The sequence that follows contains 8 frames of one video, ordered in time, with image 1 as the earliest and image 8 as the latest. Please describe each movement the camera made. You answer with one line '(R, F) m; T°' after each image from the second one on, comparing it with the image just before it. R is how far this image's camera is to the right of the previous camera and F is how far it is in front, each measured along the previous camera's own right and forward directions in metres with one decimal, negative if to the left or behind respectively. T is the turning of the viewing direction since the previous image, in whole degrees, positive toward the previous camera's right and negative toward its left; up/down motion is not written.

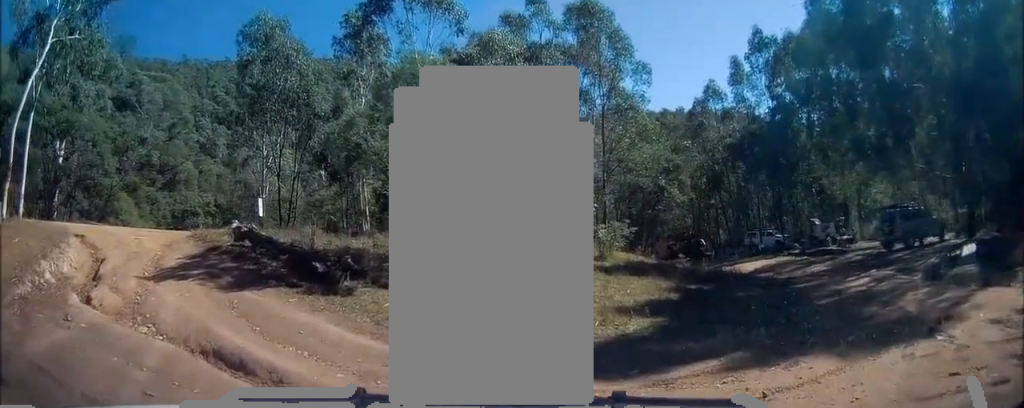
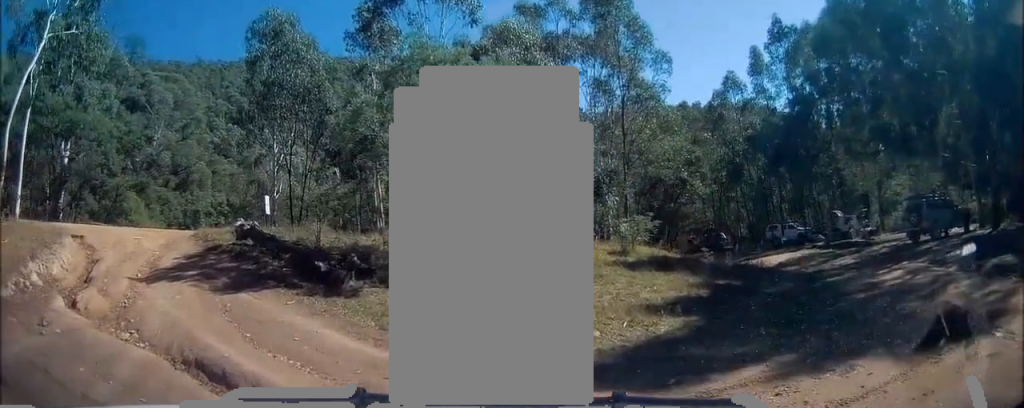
(-0.1, +0.8) m; -5°
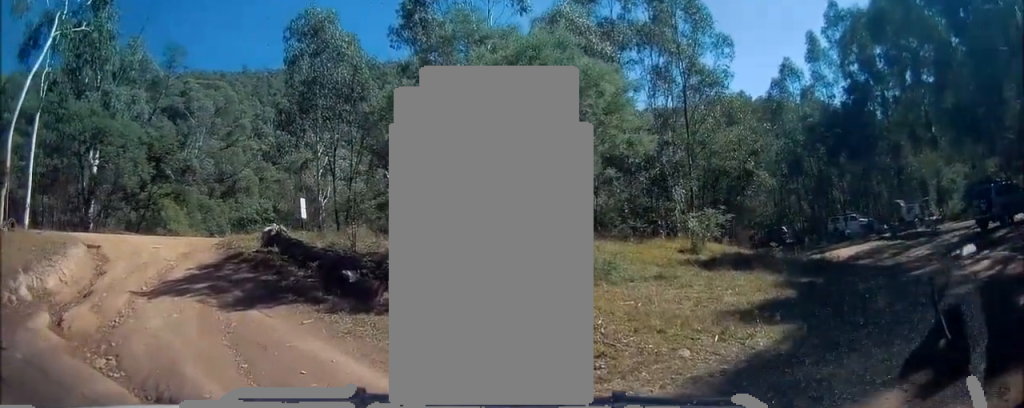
(0.0, +1.5) m; -11°
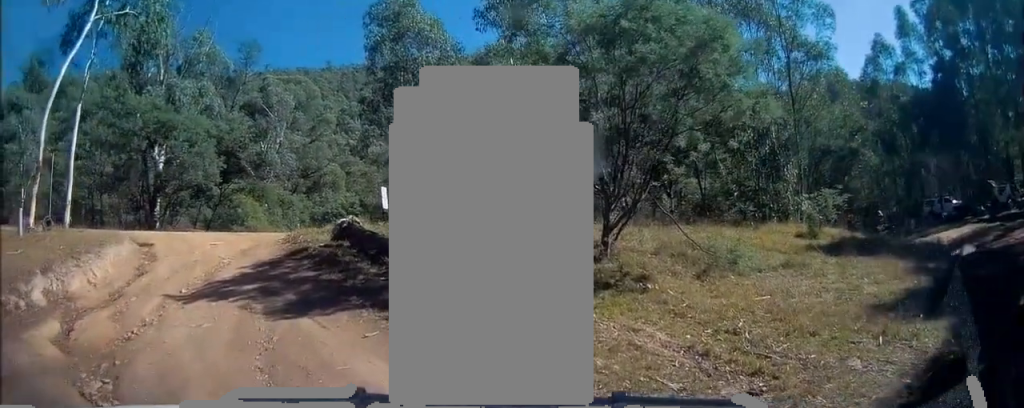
(-0.3, +1.6) m; -12°
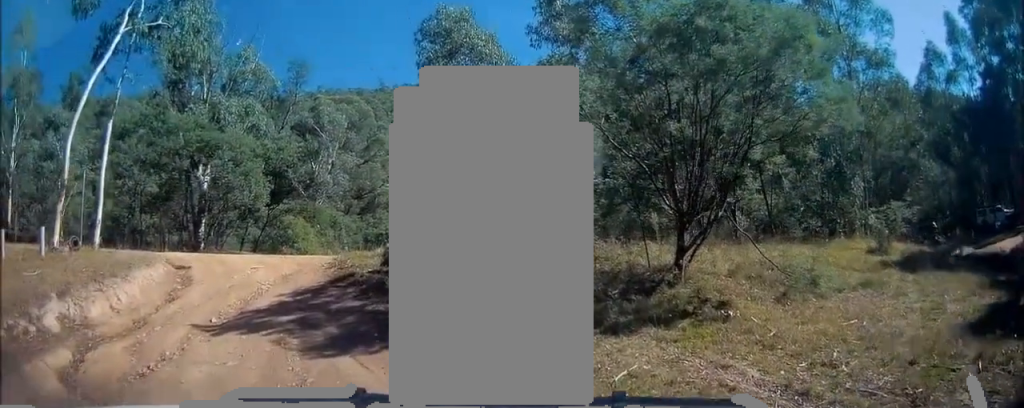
(0.0, +0.9) m; 0°
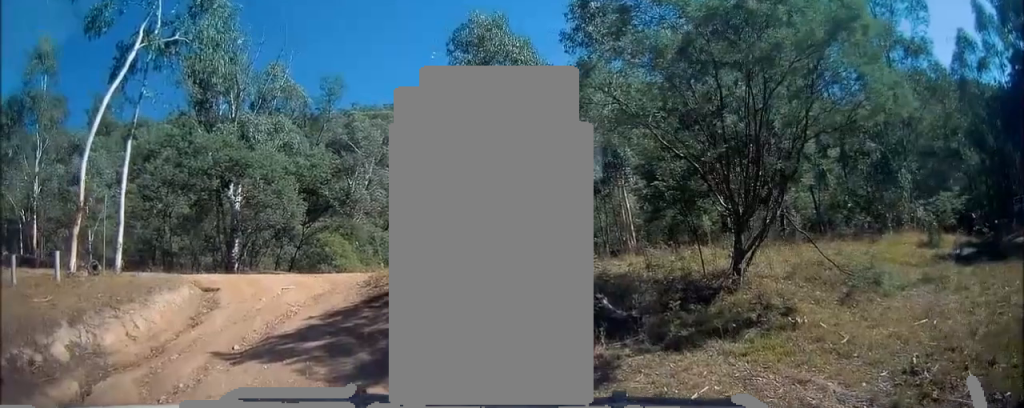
(-0.2, +1.0) m; -4°
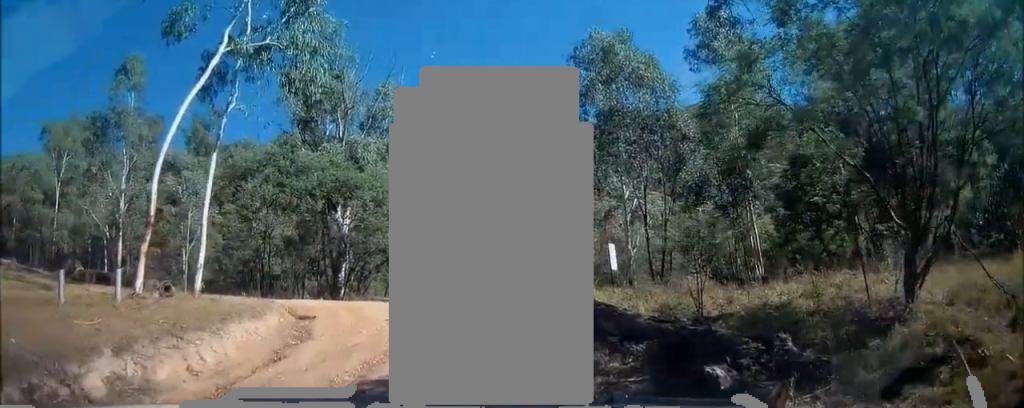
(-0.1, +1.9) m; -11°
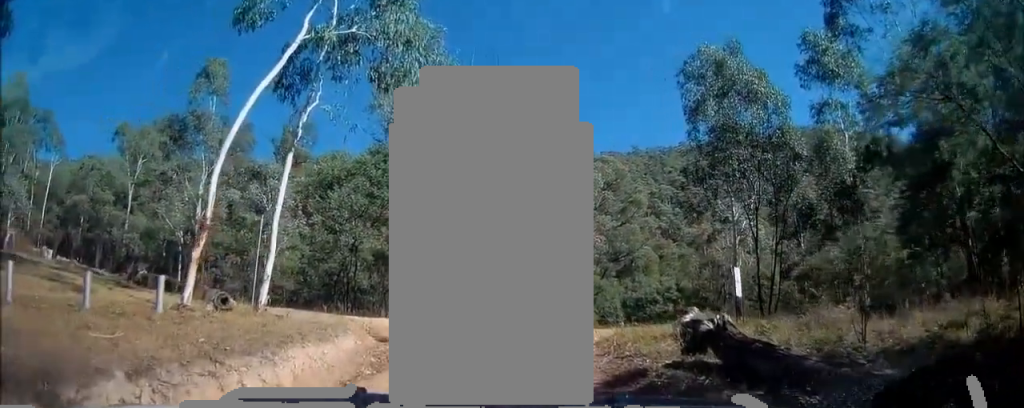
(-0.3, +2.0) m; -6°
